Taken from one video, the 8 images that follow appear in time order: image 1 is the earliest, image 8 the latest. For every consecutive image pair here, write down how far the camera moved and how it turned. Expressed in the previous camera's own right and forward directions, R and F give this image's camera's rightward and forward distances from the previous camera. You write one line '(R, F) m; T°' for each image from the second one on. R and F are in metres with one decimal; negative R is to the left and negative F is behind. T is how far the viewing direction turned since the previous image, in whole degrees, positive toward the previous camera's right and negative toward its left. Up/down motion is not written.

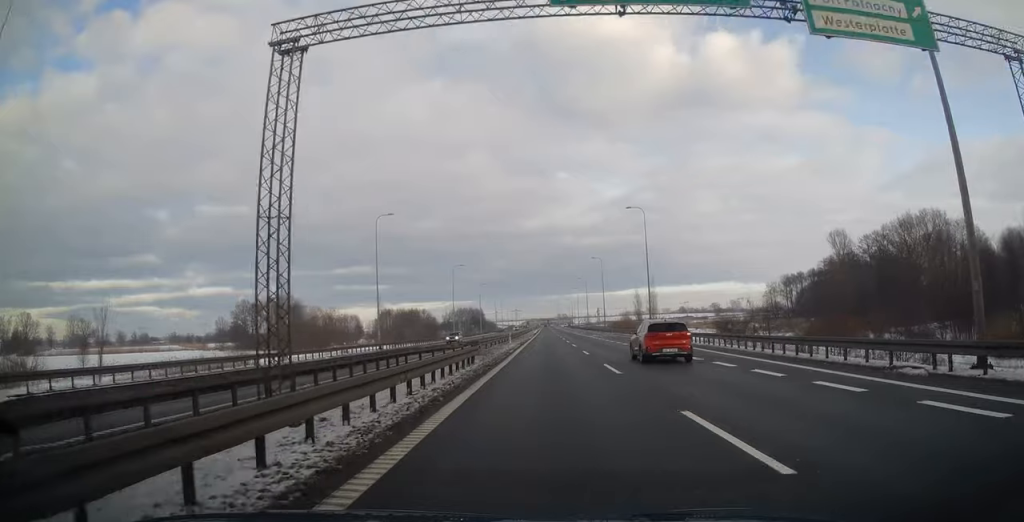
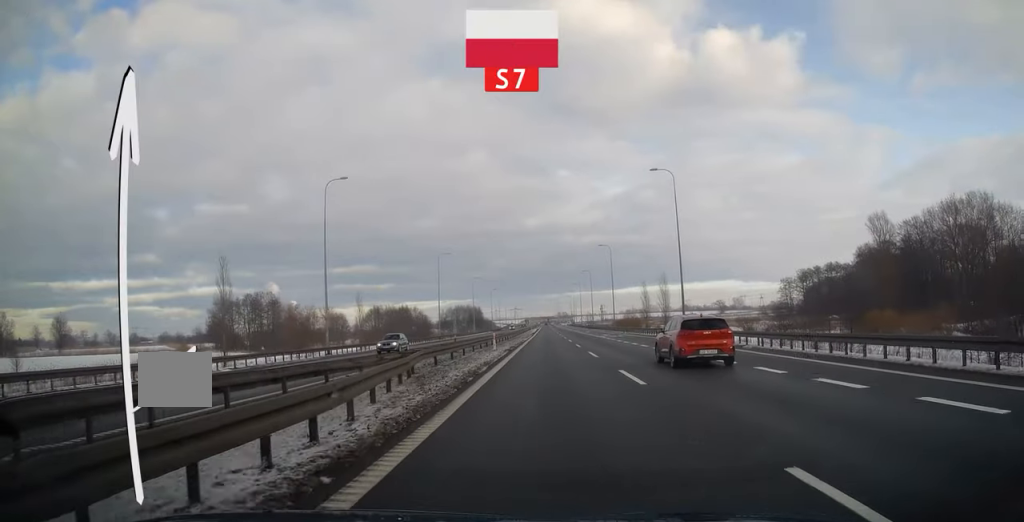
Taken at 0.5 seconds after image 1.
(+0.2, +16.0) m; 0°
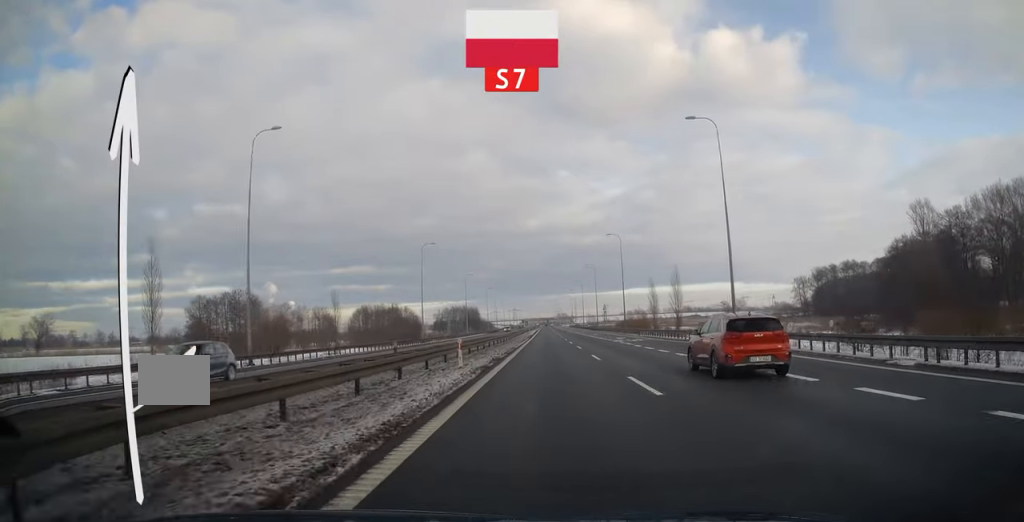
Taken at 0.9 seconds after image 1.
(-0.1, +13.9) m; 0°
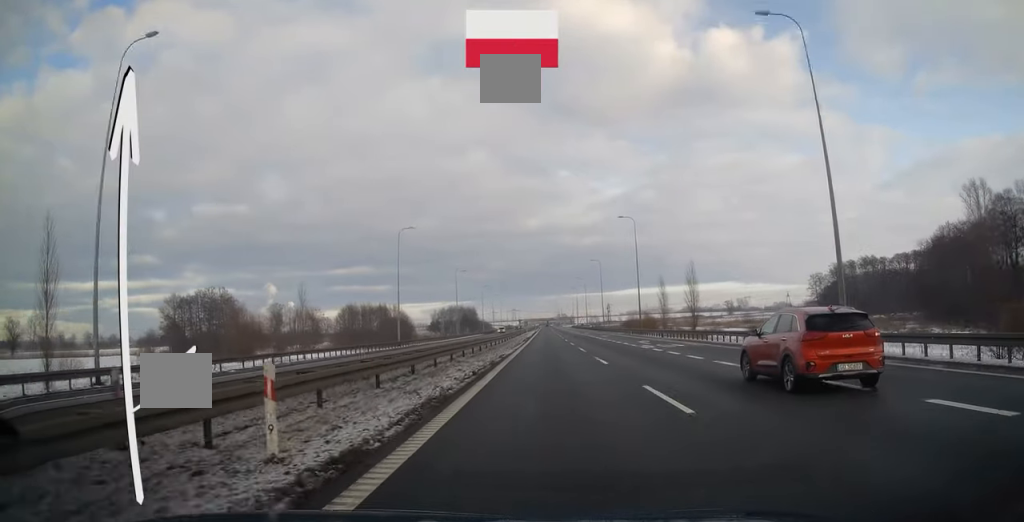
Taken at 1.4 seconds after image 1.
(-0.2, +14.4) m; 0°
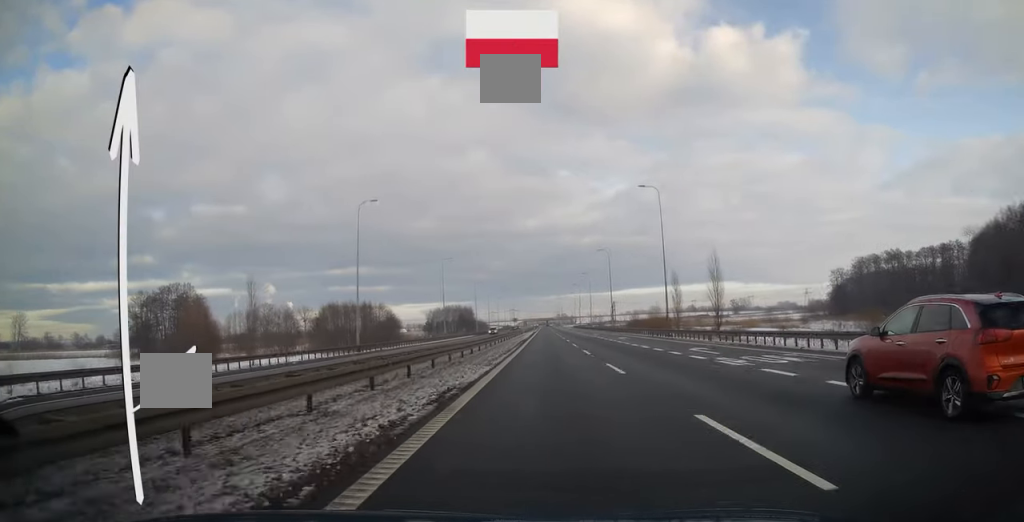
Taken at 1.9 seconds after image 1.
(+0.1, +16.5) m; 0°
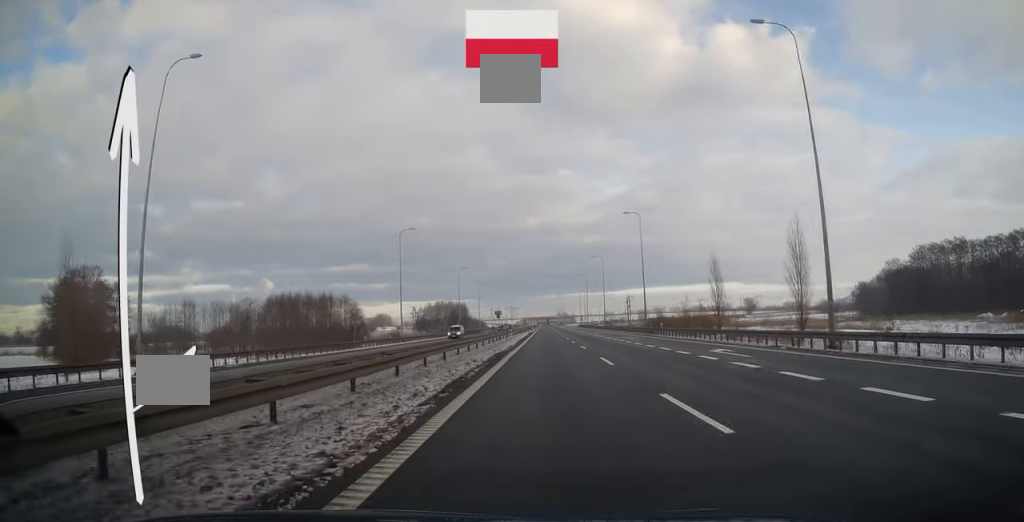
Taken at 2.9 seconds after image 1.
(+0.2, +33.6) m; 0°
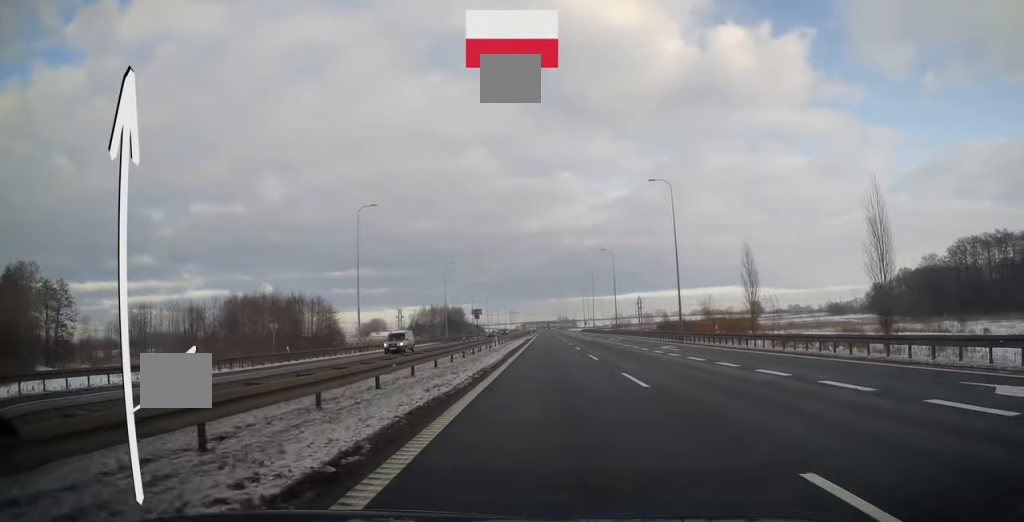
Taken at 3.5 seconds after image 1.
(-0.1, +18.1) m; 0°
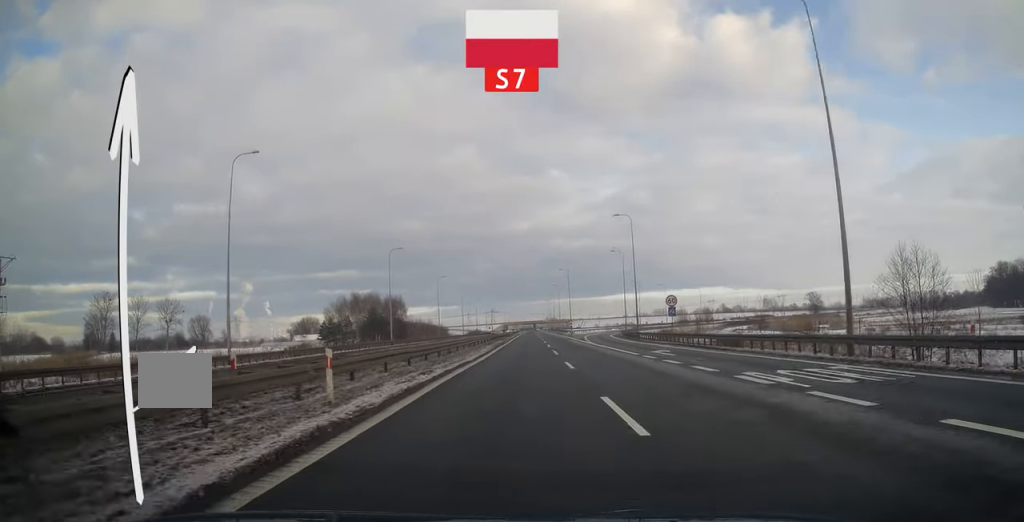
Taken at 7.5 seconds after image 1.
(+2.5, +125.6) m; +2°
